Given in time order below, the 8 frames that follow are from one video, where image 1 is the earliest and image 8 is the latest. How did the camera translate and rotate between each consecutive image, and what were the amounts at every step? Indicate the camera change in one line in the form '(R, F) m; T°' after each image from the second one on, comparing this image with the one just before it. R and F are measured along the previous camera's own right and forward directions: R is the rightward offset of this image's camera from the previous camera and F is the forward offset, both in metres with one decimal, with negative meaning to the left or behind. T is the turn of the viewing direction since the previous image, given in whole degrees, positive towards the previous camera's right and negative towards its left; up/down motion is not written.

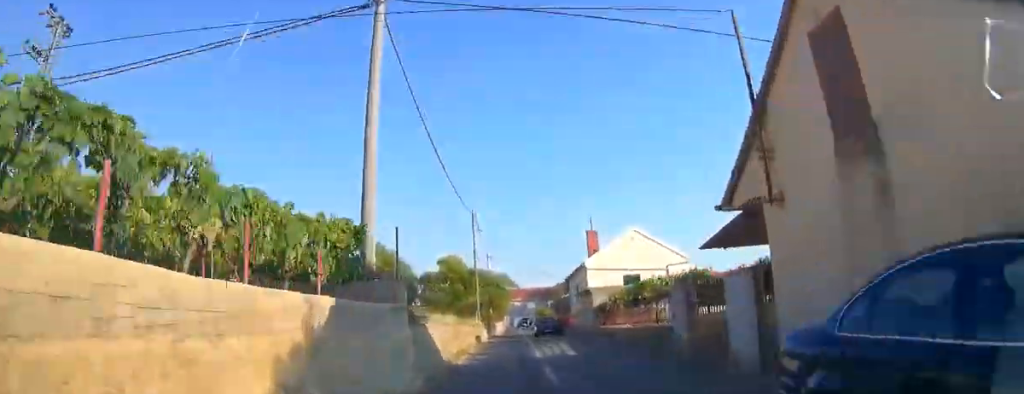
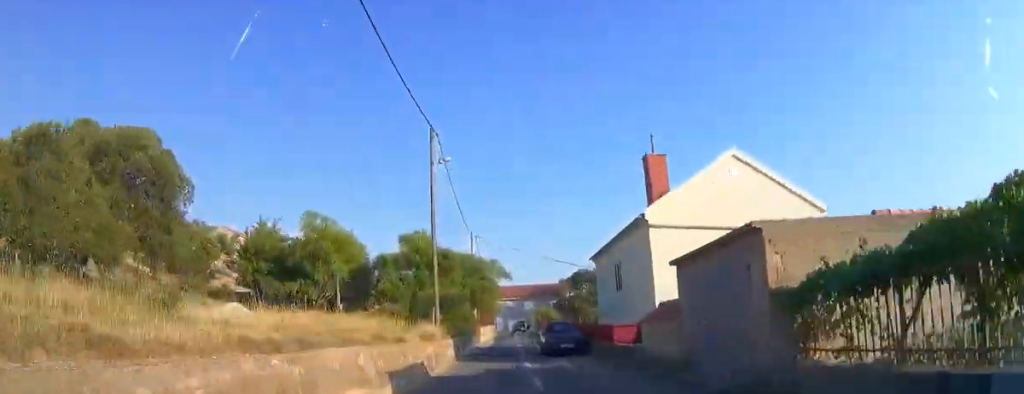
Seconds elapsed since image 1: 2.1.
(0.0, +18.5) m; 0°
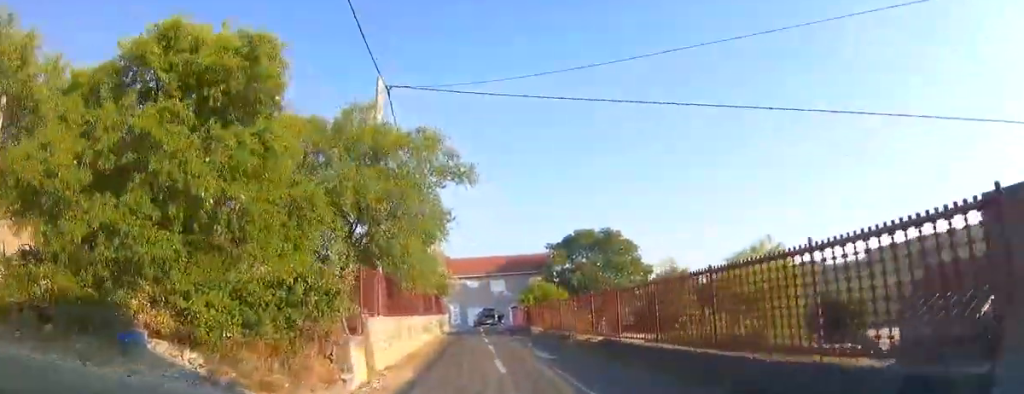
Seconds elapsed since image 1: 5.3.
(+0.4, +28.4) m; +3°
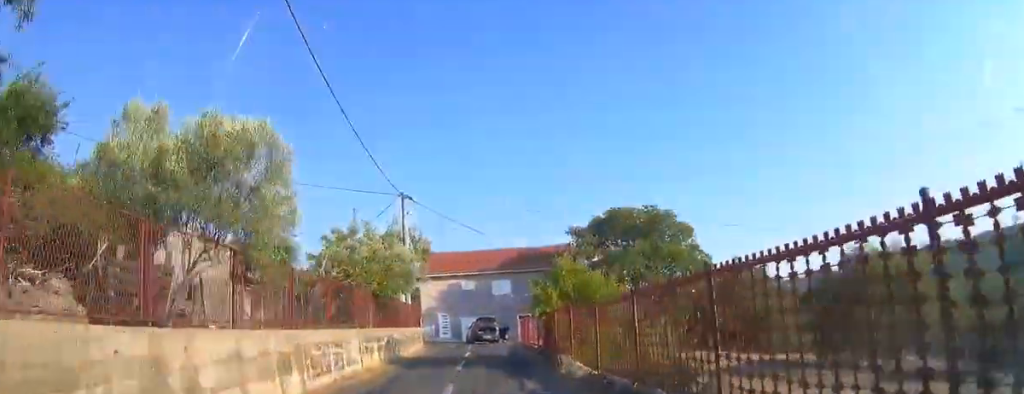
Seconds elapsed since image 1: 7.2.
(+0.3, +15.5) m; 0°
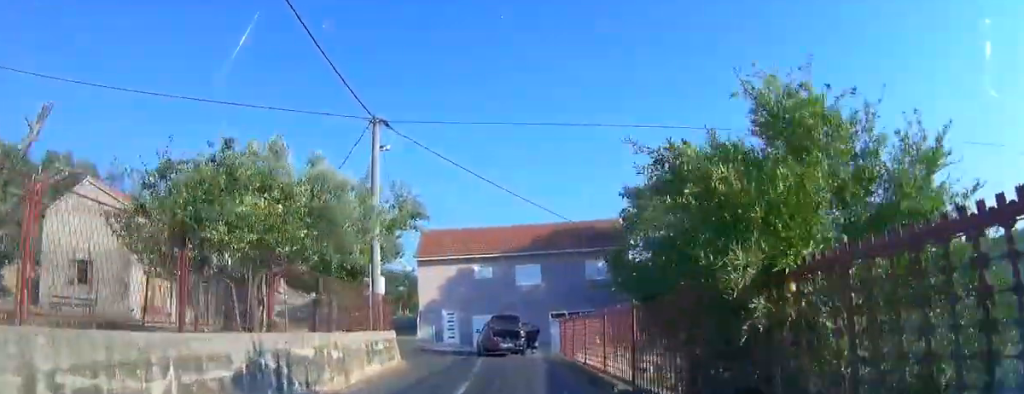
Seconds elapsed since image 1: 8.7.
(0.0, +12.4) m; -3°
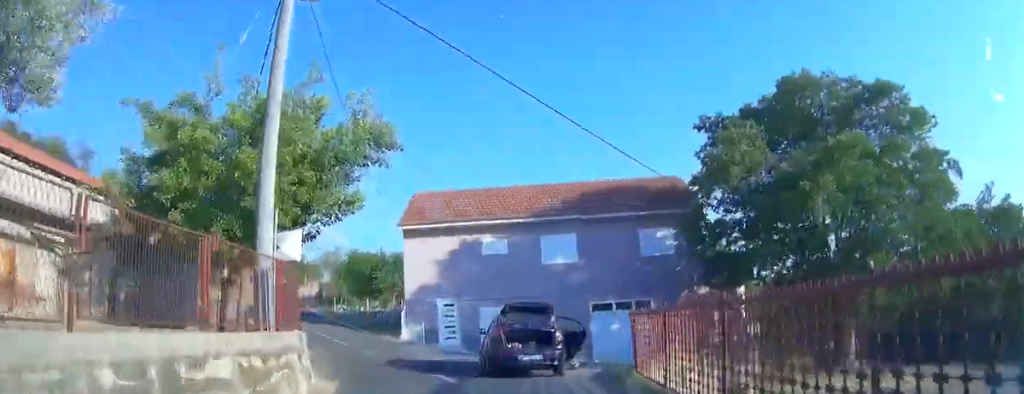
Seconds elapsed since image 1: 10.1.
(-0.2, +10.9) m; -7°
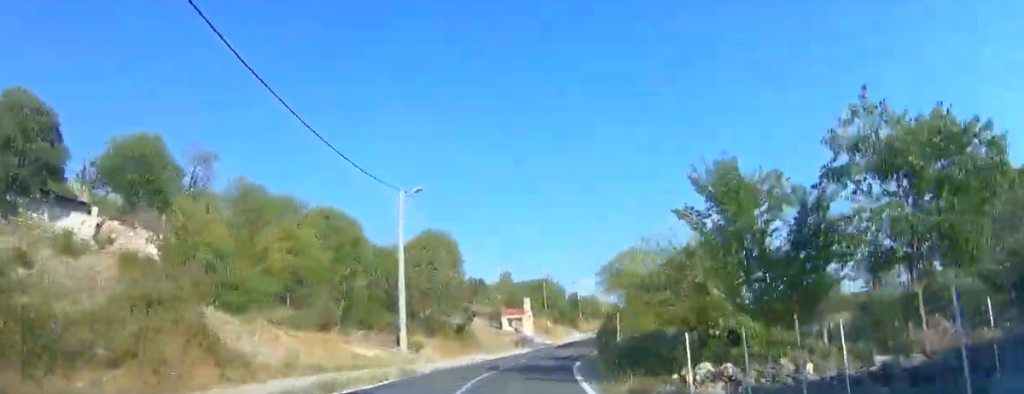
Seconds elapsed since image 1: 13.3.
(-5.3, +30.1) m; -15°
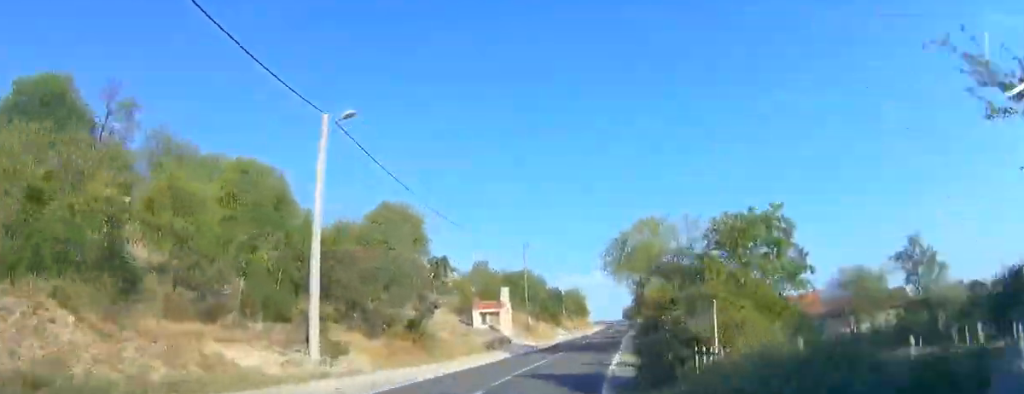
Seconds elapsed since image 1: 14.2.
(-0.4, +9.3) m; -1°
